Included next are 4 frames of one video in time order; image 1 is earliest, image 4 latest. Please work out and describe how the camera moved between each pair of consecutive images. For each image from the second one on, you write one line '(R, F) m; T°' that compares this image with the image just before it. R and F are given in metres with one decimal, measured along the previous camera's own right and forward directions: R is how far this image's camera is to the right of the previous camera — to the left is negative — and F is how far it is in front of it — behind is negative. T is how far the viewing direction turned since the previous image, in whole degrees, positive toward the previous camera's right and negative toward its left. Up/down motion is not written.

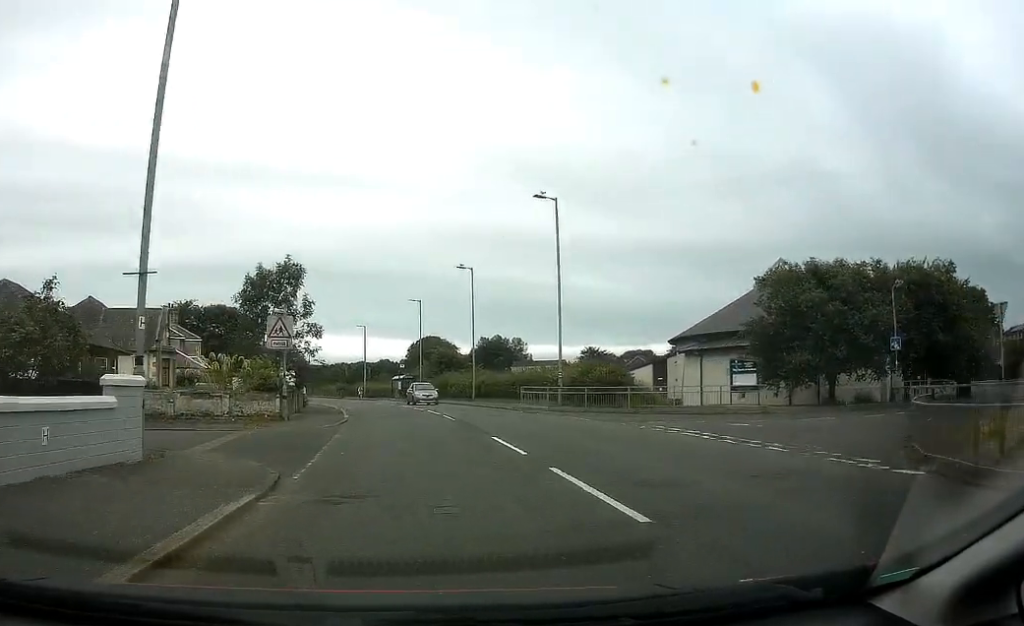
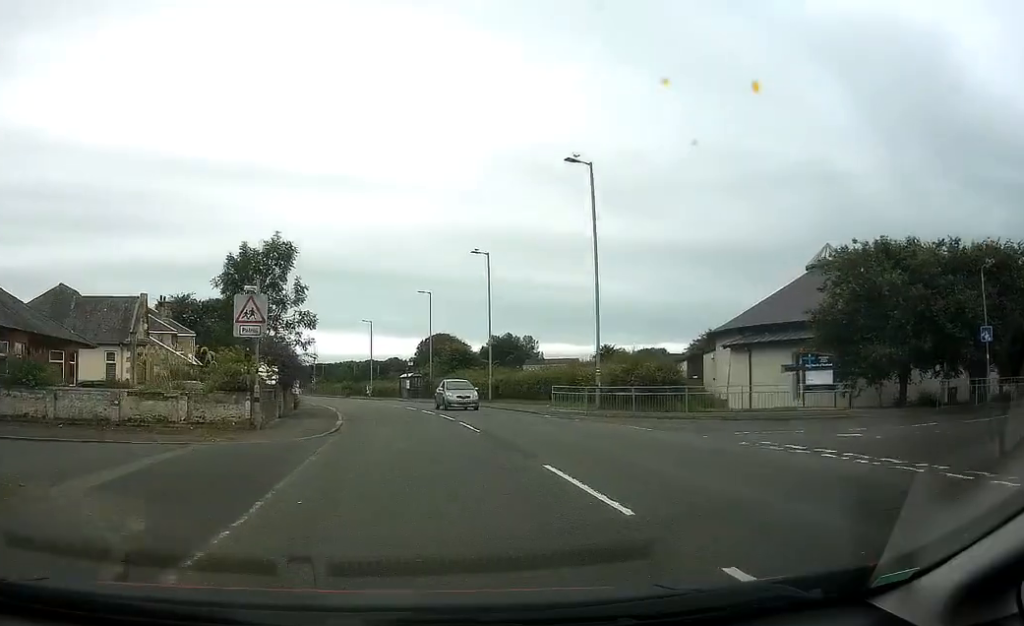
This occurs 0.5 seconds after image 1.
(+0.2, +5.9) m; 0°
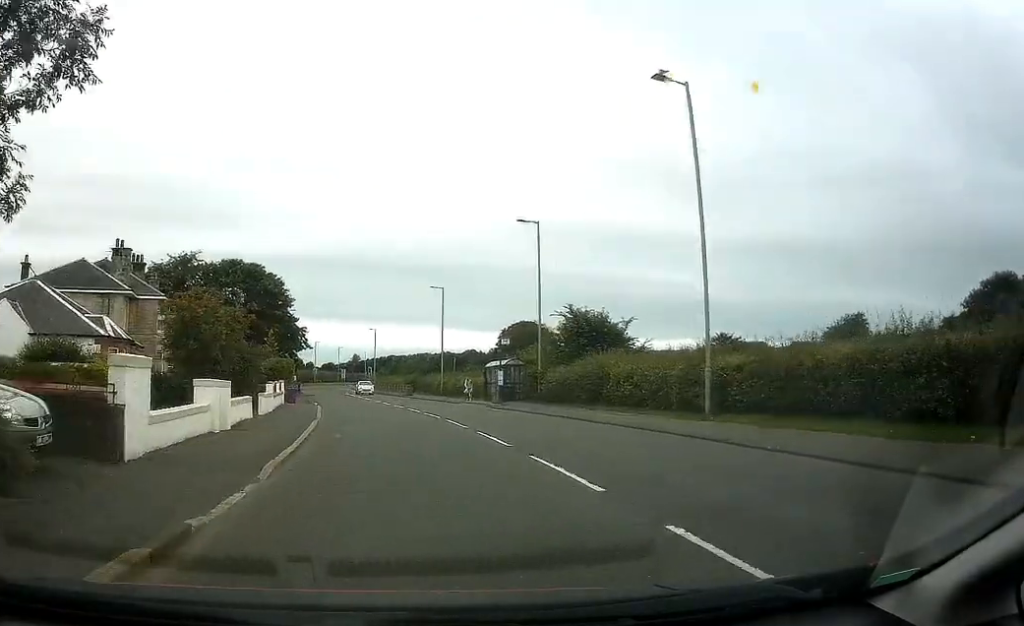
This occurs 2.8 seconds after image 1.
(-1.4, +28.1) m; -5°
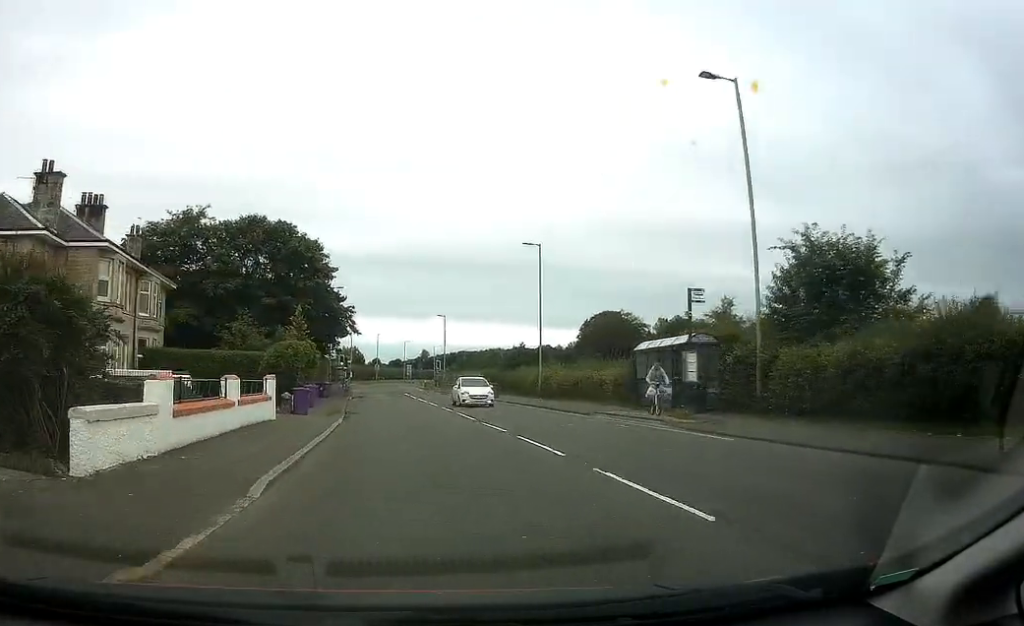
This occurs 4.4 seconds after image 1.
(-1.1, +19.0) m; -8°
